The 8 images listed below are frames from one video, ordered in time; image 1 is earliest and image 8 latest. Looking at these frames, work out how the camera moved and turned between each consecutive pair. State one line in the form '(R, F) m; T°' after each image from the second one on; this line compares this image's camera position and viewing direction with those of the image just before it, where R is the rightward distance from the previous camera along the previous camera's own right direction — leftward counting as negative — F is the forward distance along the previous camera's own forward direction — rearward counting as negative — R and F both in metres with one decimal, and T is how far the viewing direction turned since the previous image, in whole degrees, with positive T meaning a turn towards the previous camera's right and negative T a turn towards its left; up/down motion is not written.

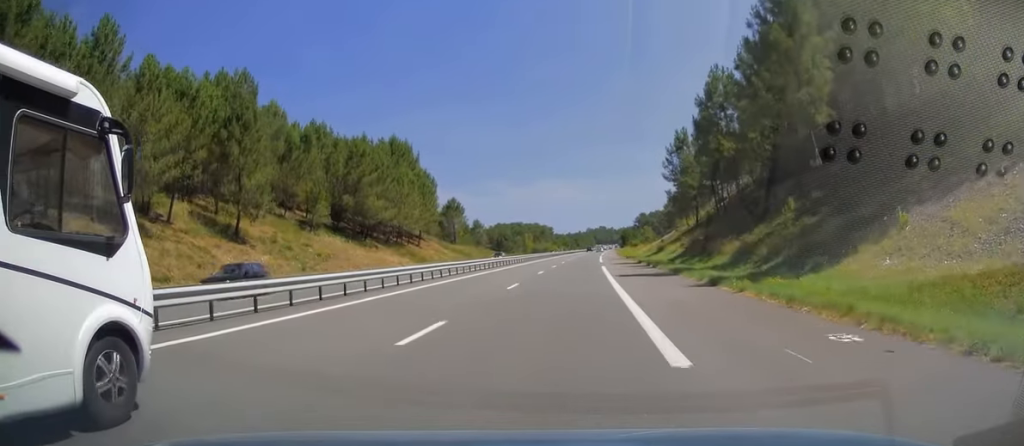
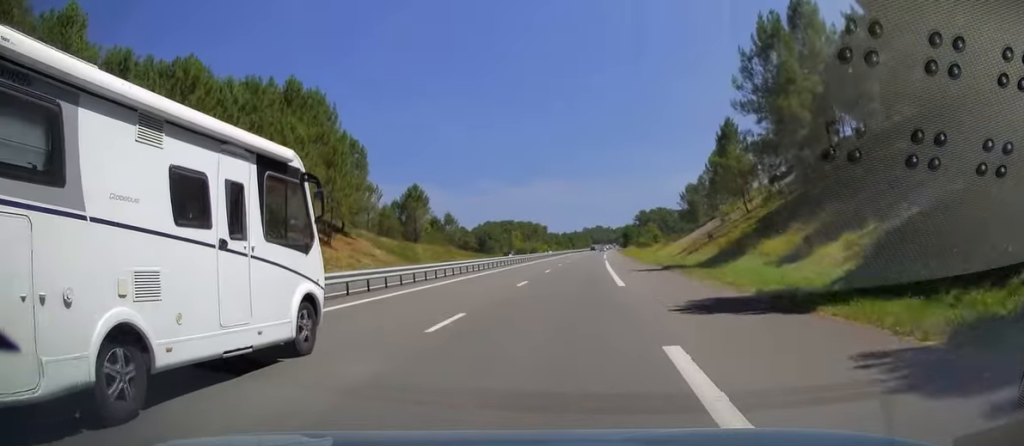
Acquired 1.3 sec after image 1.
(+0.4, +37.9) m; +1°
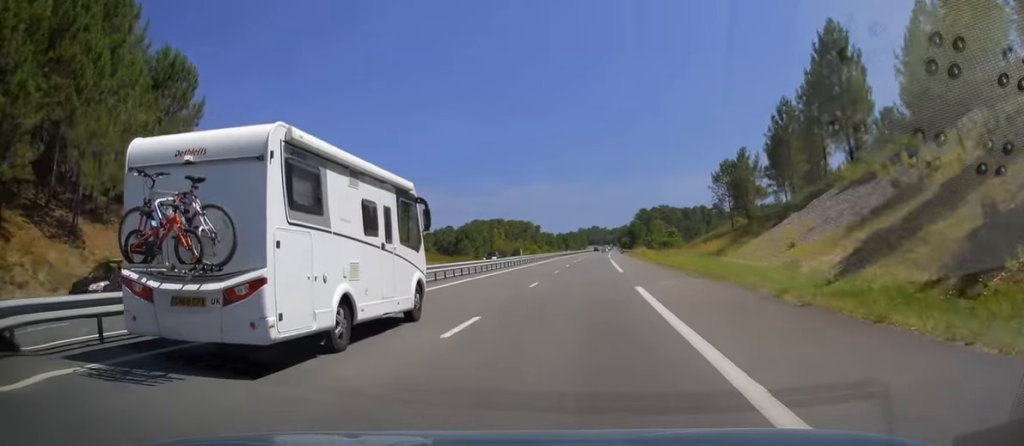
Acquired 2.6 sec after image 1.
(-0.1, +39.9) m; 0°
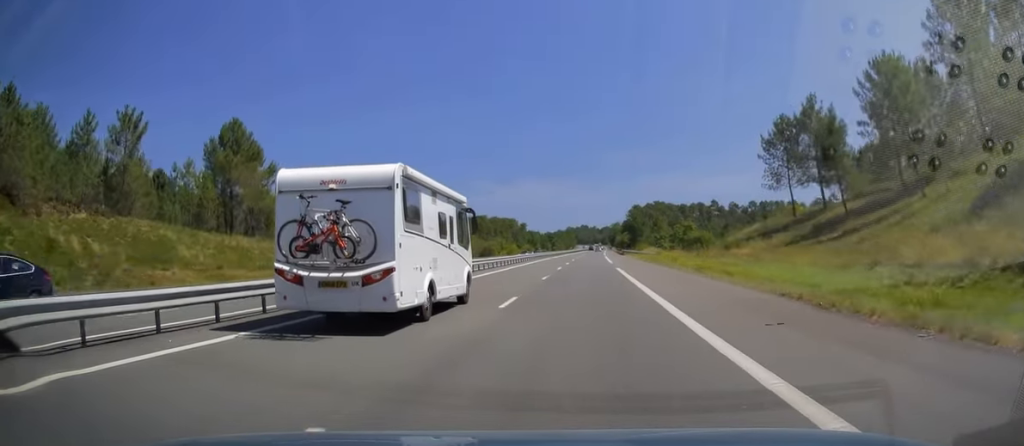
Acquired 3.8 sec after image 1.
(+0.2, +34.6) m; +1°
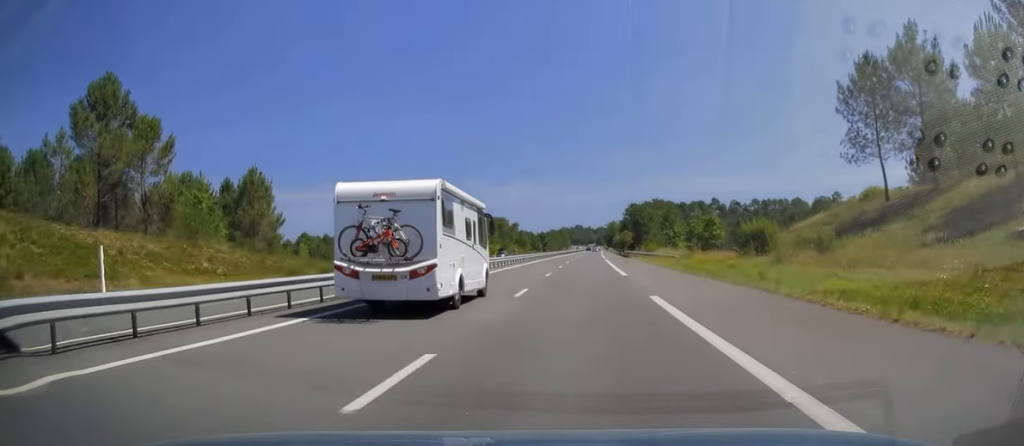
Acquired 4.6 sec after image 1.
(+0.2, +22.7) m; +1°
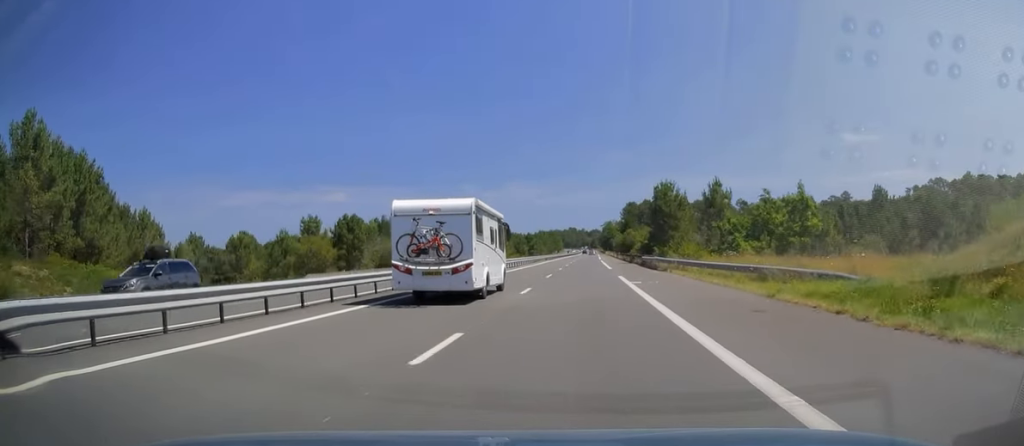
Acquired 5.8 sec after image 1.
(+0.3, +36.9) m; +1°
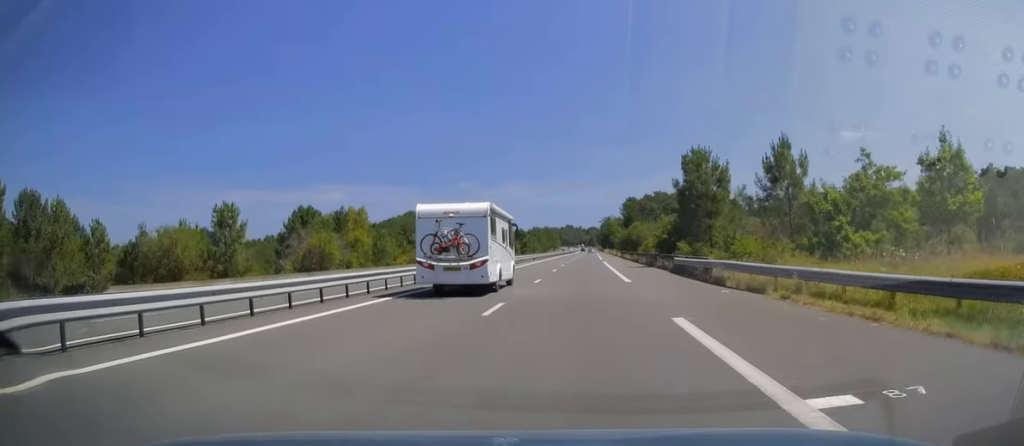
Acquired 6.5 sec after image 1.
(+0.2, +20.7) m; 0°
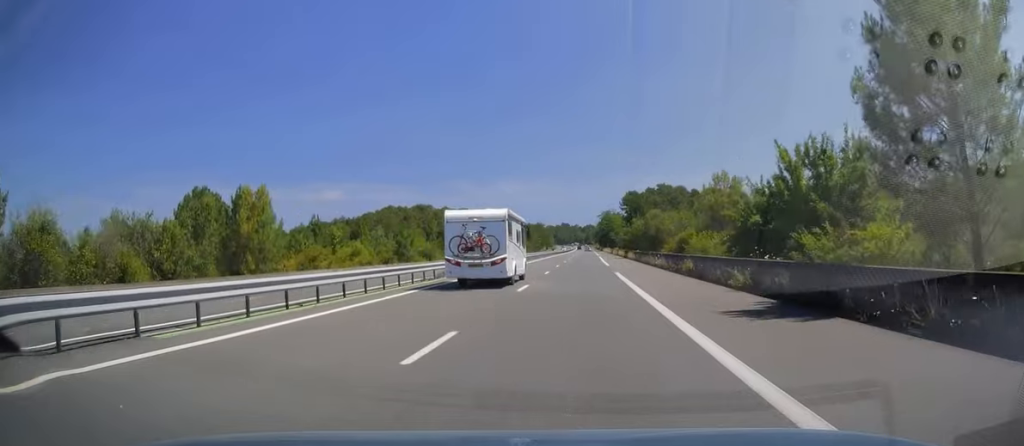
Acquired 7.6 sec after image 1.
(-0.2, +32.0) m; 0°
